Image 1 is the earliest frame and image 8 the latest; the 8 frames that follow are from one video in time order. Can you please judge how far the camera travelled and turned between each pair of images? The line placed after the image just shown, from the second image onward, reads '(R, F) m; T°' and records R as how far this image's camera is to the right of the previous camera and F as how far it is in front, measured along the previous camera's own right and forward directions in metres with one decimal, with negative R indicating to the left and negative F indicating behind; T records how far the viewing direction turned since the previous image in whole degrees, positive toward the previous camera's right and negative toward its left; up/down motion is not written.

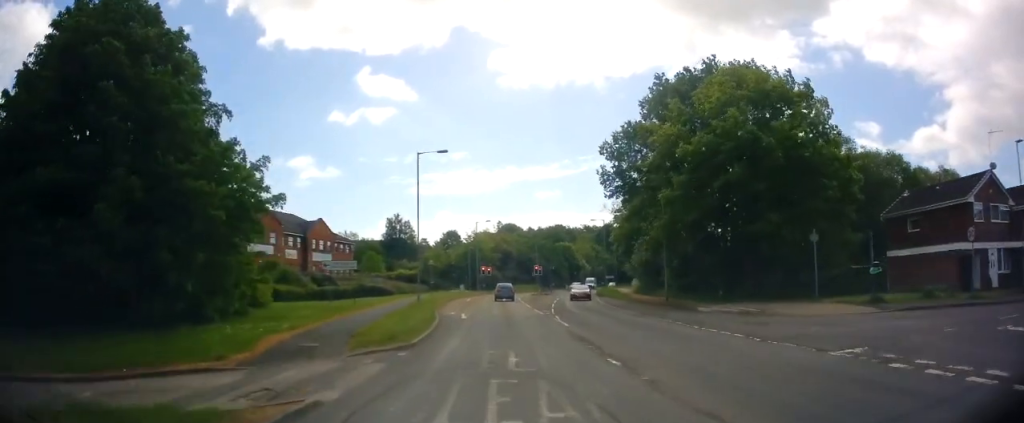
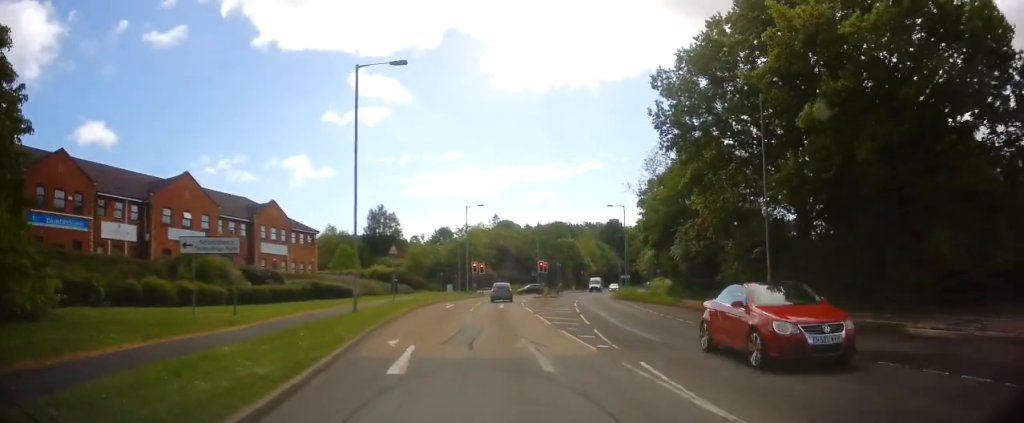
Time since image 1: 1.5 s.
(-0.4, +15.6) m; -2°
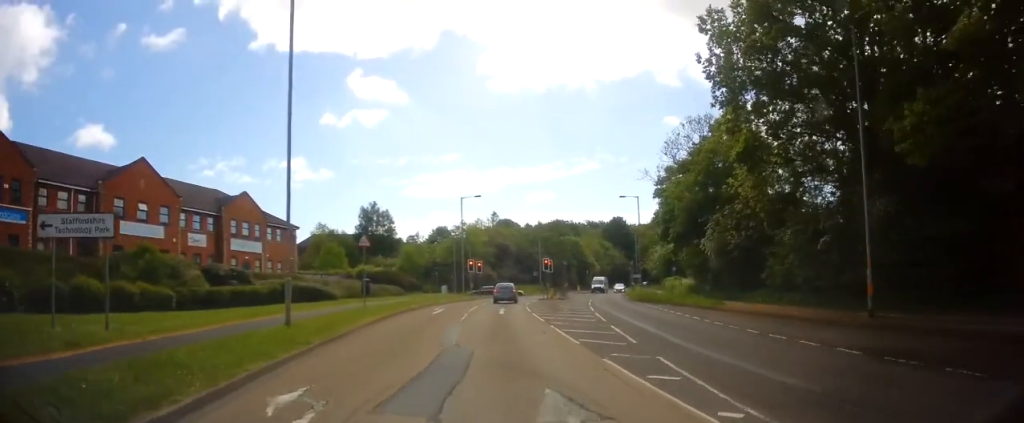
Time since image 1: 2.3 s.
(+0.2, +7.0) m; +3°
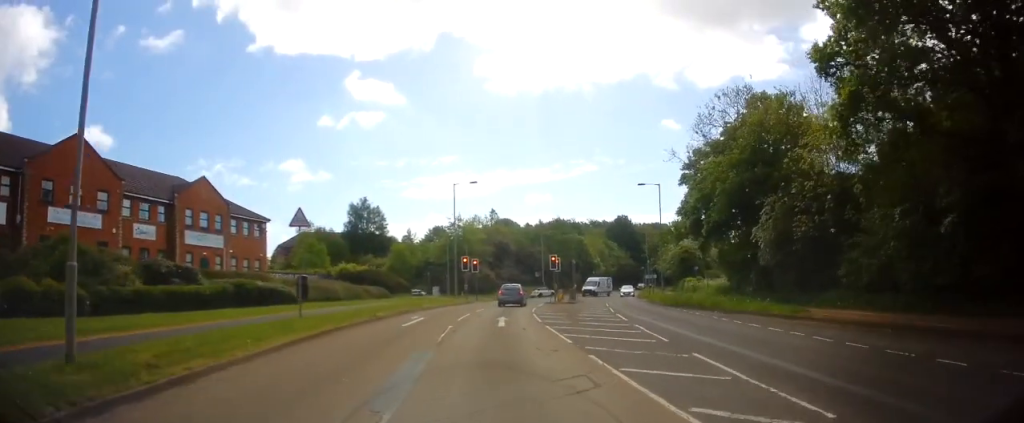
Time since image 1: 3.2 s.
(+0.3, +8.3) m; +1°
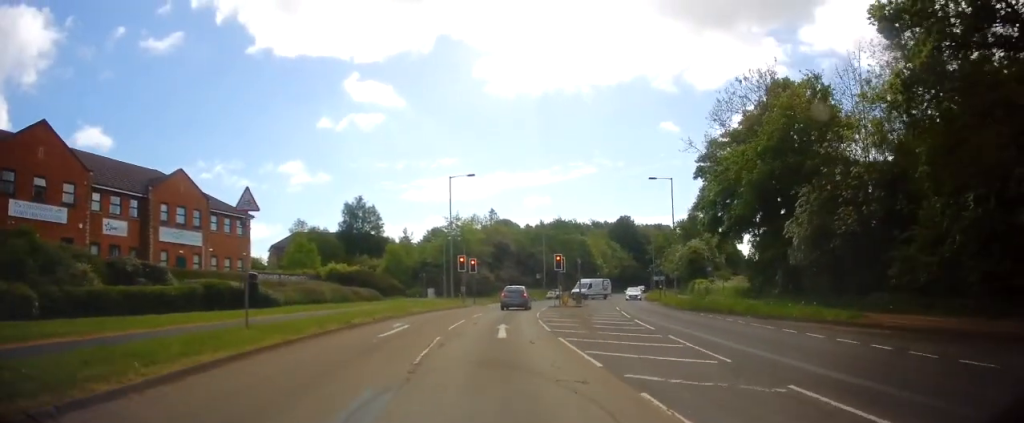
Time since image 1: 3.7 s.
(0.0, +3.8) m; -1°
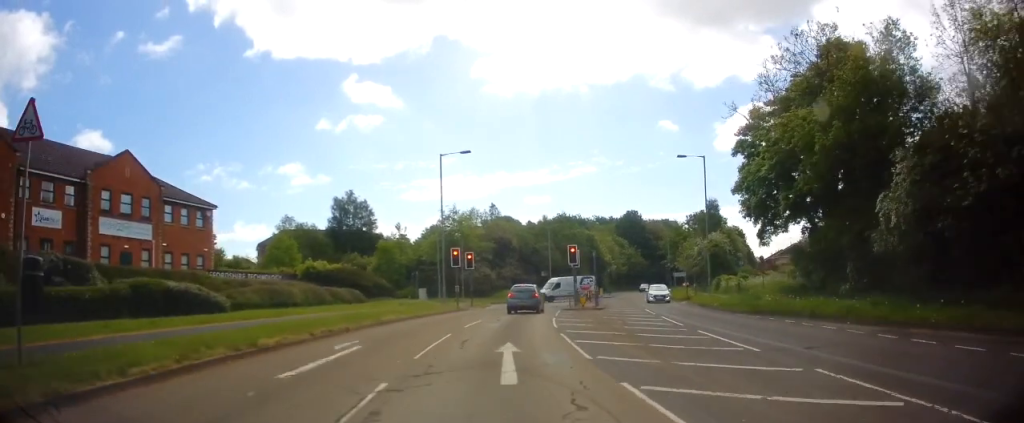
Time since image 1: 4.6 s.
(-0.1, +7.6) m; -4°
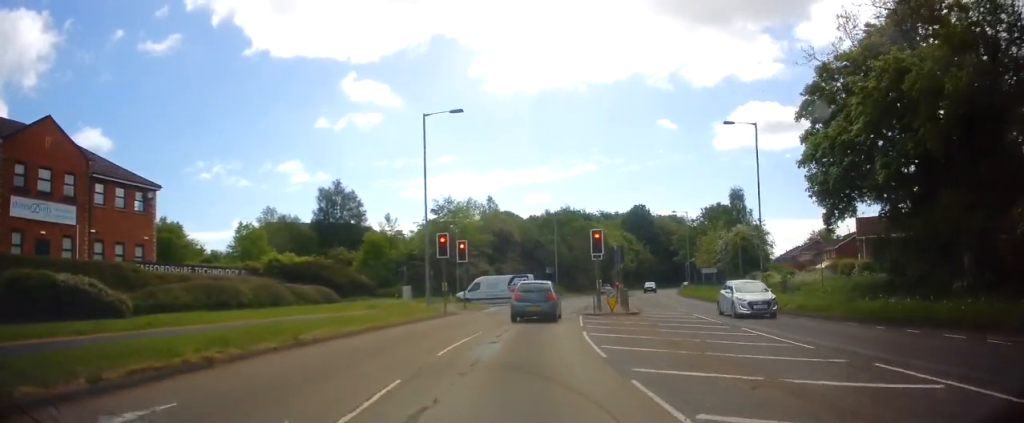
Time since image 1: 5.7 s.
(-0.4, +8.4) m; 0°
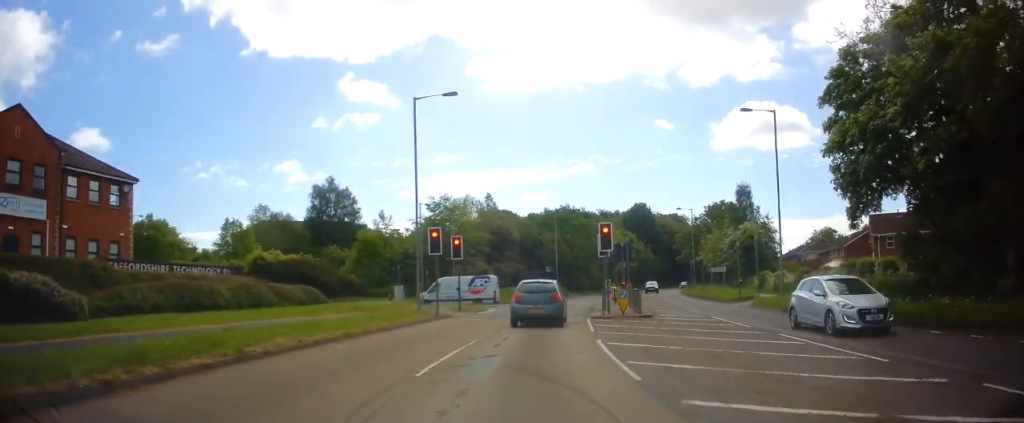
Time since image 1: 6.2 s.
(+0.1, +2.6) m; +3°
